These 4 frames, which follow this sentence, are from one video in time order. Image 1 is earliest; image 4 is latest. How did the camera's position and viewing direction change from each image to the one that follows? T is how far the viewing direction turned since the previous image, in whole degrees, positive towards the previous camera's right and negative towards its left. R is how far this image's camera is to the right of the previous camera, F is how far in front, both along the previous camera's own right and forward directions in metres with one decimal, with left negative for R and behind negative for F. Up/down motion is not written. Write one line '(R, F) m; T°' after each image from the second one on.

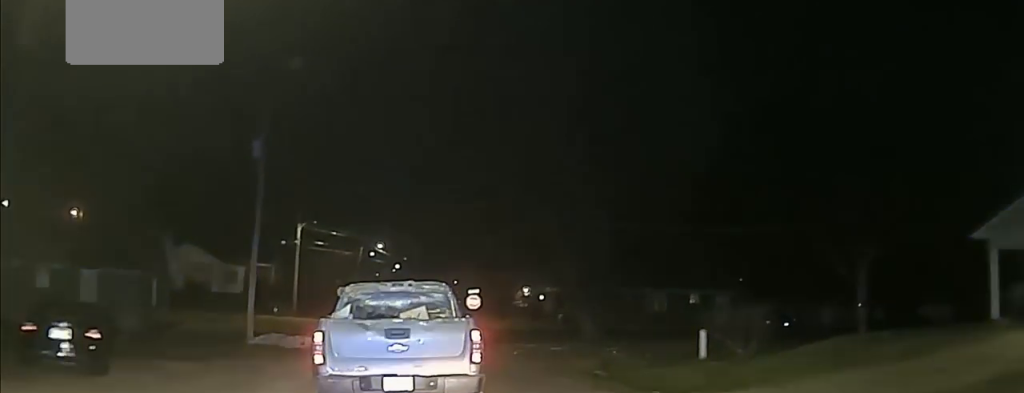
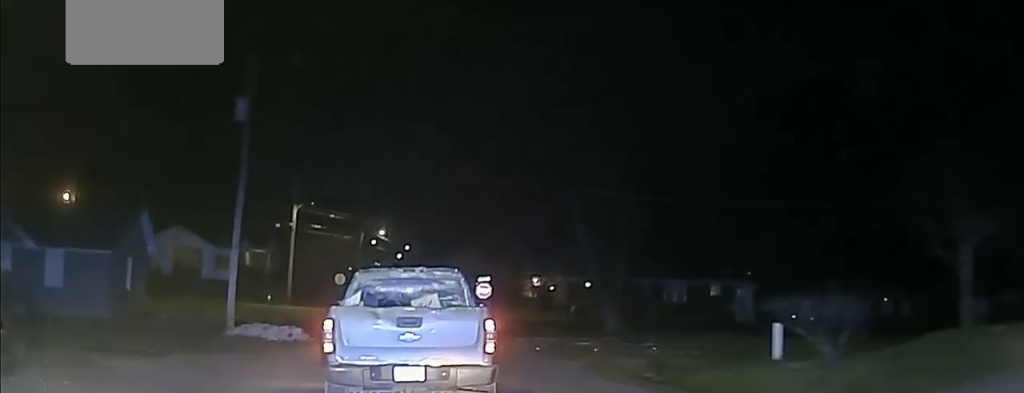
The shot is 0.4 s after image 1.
(0.0, +5.2) m; 0°
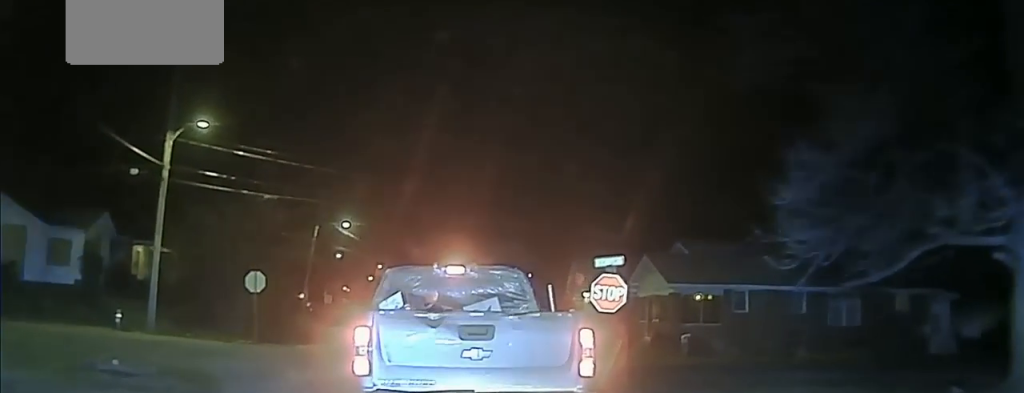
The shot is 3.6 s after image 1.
(+0.3, +30.4) m; +6°
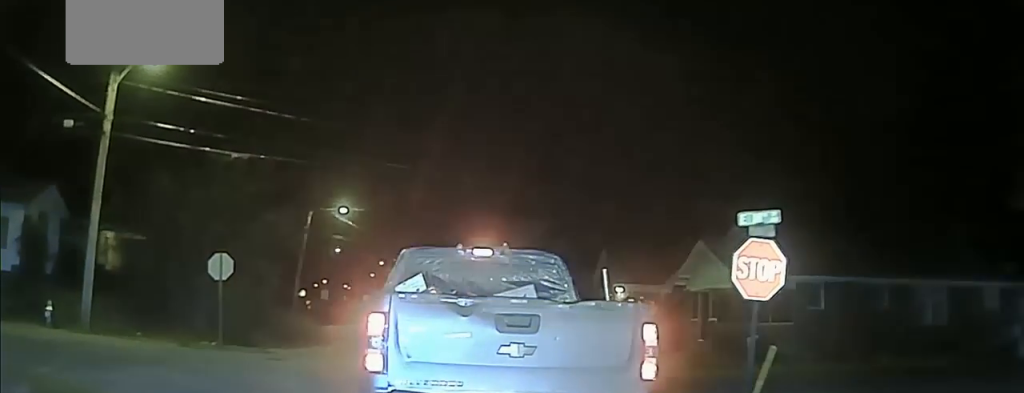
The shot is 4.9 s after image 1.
(+0.5, +7.2) m; 0°
